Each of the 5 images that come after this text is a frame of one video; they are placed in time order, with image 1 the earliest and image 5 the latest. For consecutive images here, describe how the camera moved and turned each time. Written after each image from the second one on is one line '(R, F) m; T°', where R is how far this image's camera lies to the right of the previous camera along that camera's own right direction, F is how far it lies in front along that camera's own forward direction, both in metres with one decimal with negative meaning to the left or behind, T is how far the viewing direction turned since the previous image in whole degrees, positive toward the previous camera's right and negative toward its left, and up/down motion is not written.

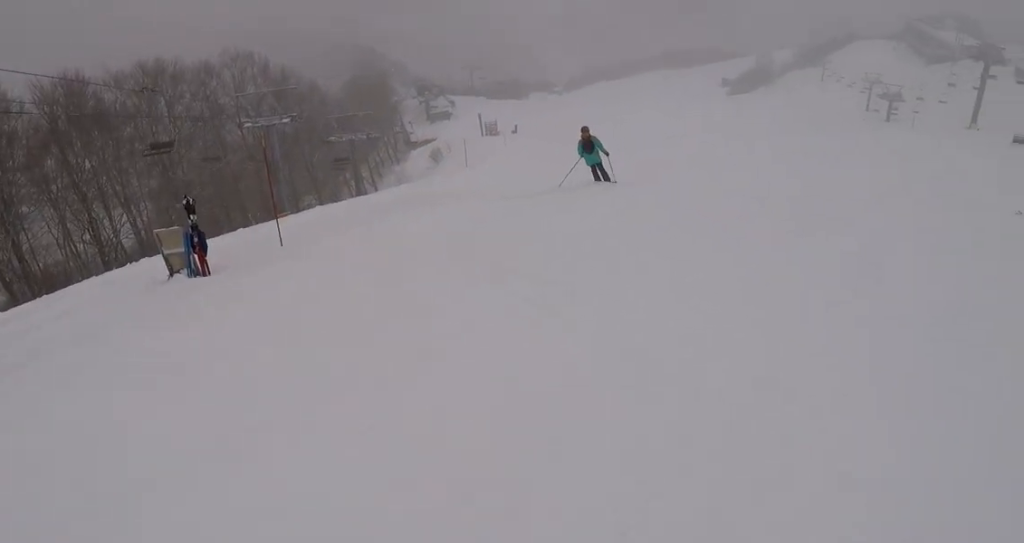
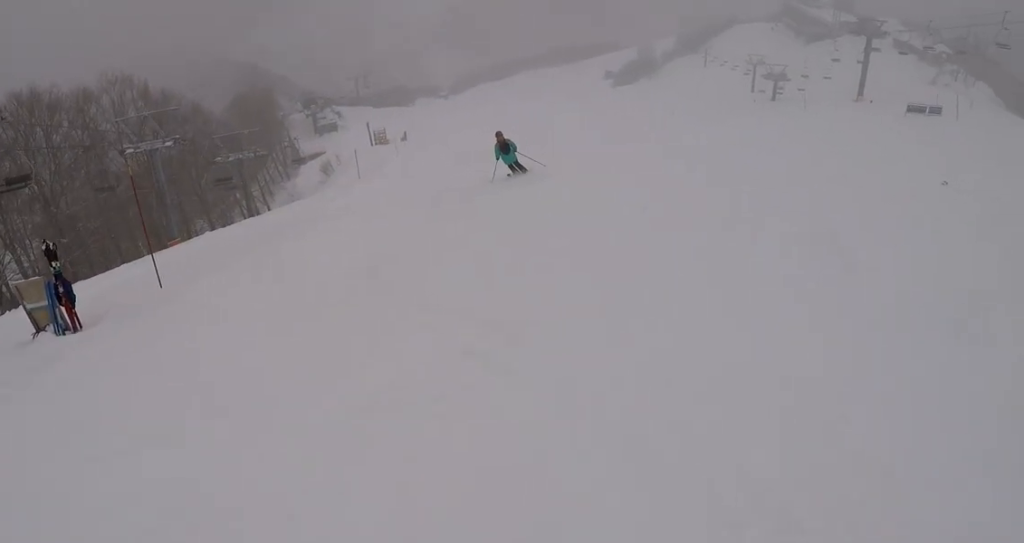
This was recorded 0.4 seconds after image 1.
(+0.4, +1.2) m; +17°
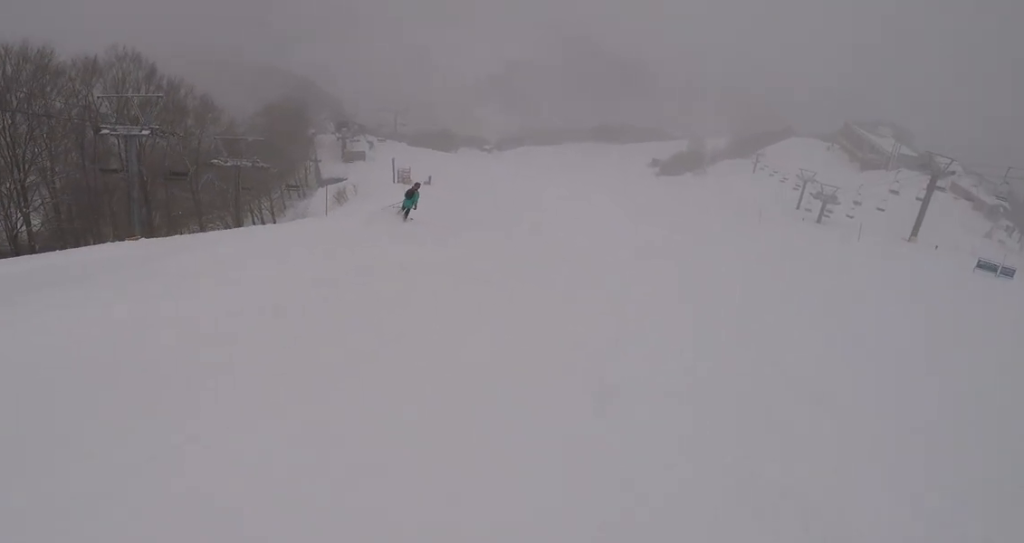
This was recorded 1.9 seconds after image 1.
(-0.1, +5.3) m; -7°
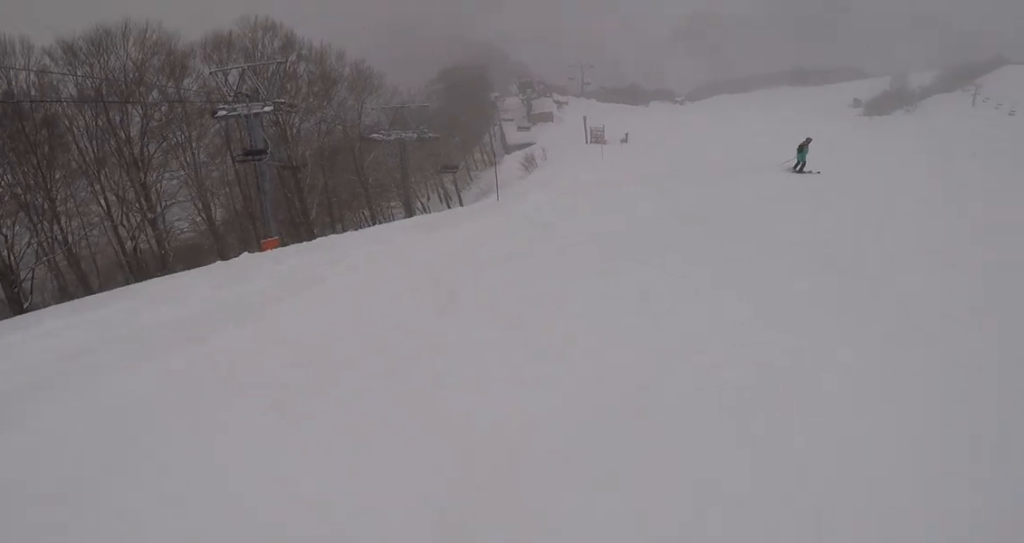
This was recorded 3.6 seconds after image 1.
(-1.4, +8.1) m; -16°
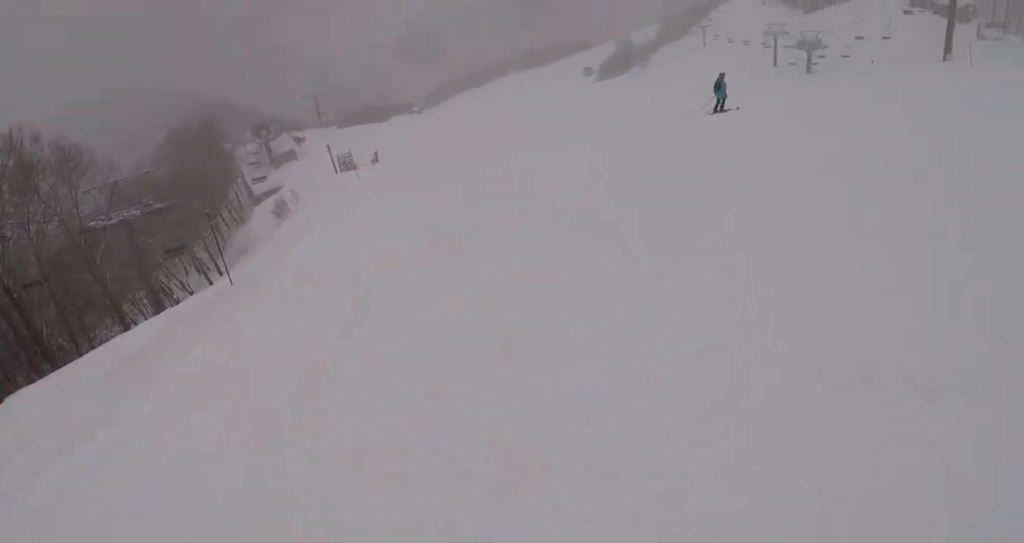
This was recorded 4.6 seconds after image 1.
(0.0, +5.3) m; +12°
